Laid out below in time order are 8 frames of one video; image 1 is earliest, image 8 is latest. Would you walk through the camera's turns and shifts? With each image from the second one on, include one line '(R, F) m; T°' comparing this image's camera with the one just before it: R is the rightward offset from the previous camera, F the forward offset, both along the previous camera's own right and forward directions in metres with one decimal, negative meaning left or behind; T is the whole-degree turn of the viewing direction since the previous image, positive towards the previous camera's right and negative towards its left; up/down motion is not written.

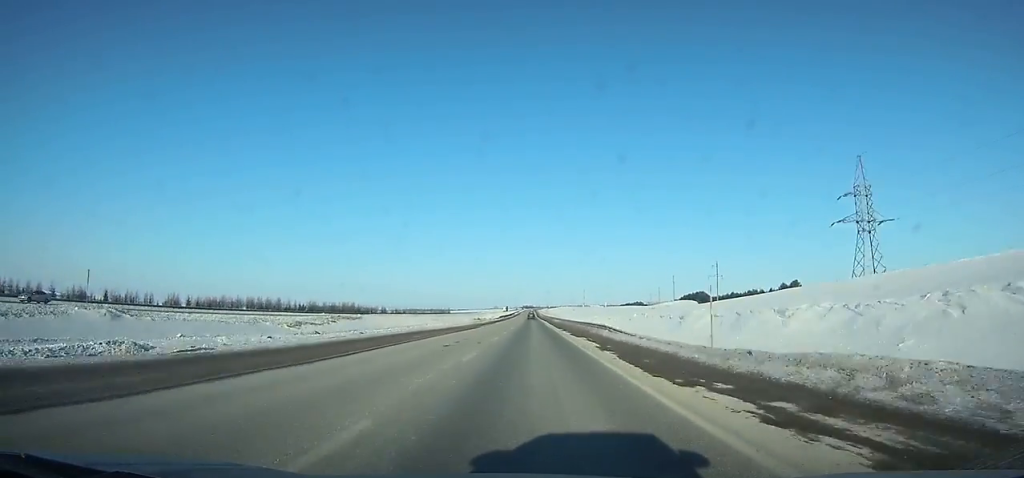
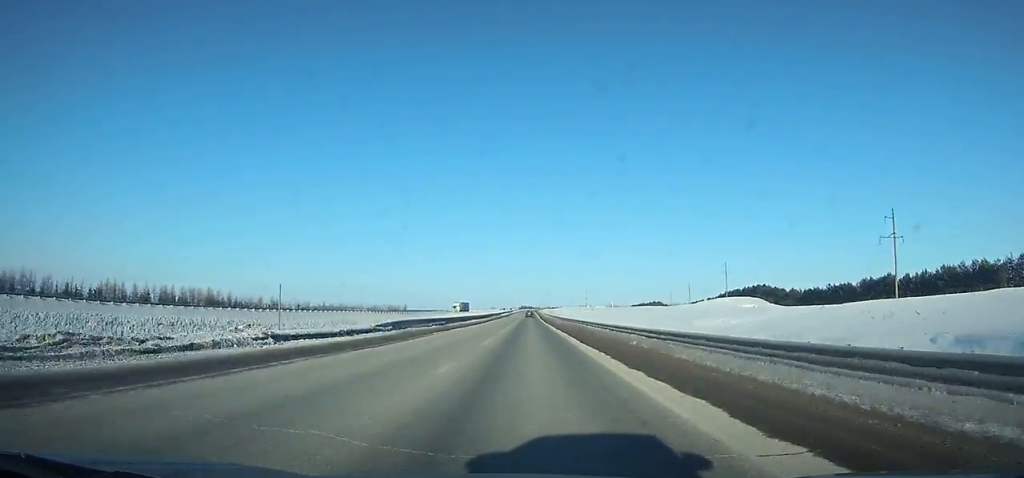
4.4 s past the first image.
(-0.3, +122.5) m; 0°
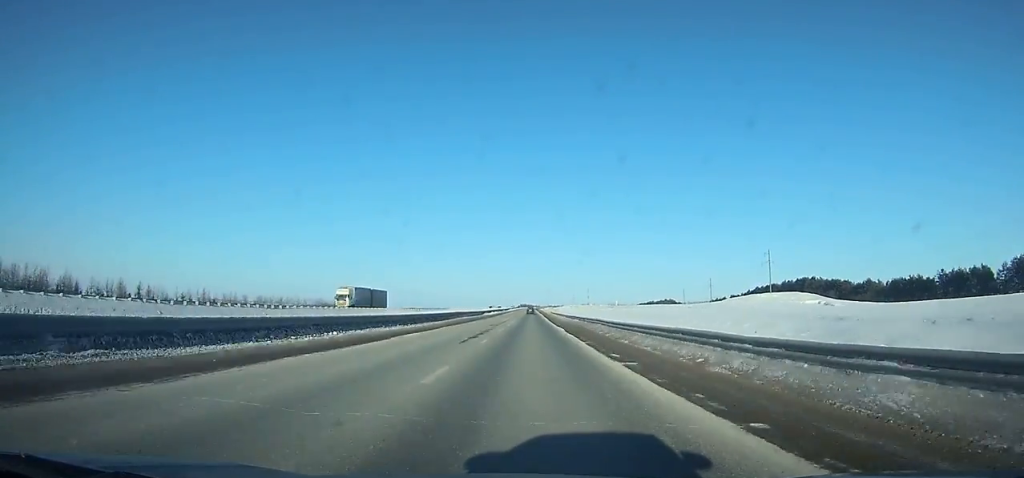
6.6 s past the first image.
(+0.1, +60.4) m; 0°
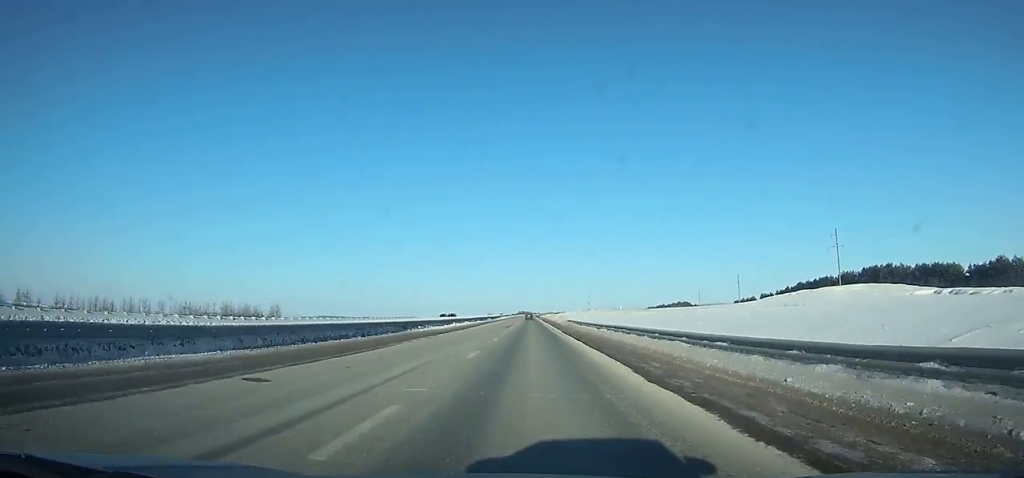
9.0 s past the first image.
(+0.1, +65.1) m; 0°
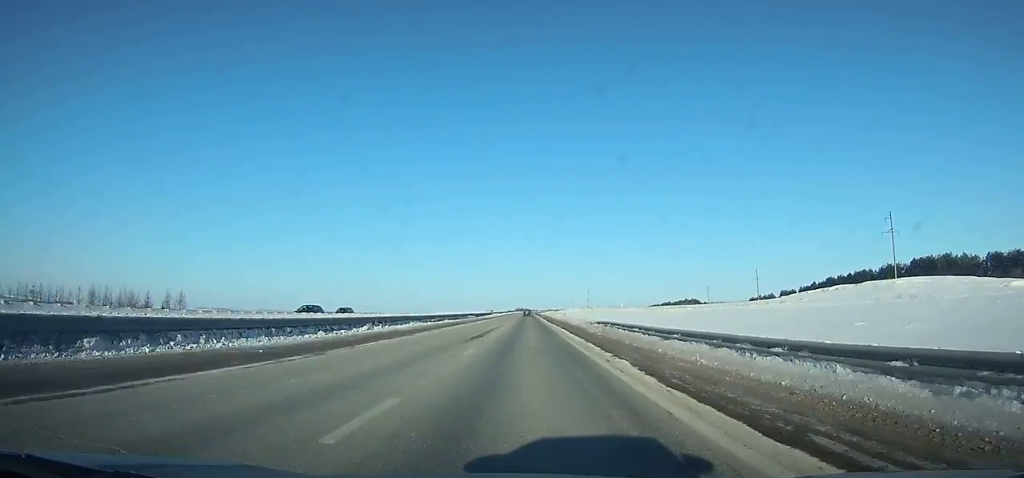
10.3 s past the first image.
(+0.1, +34.8) m; 0°
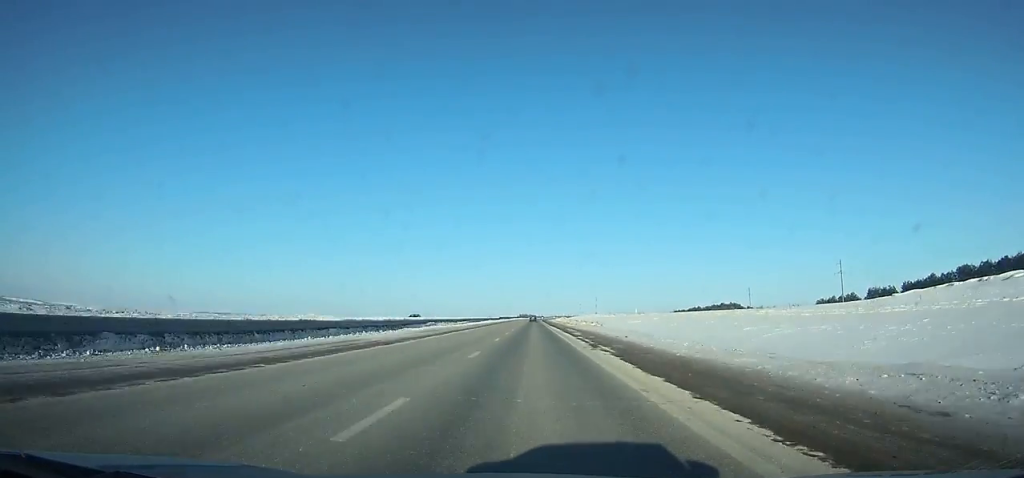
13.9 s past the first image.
(+0.1, +96.2) m; 0°
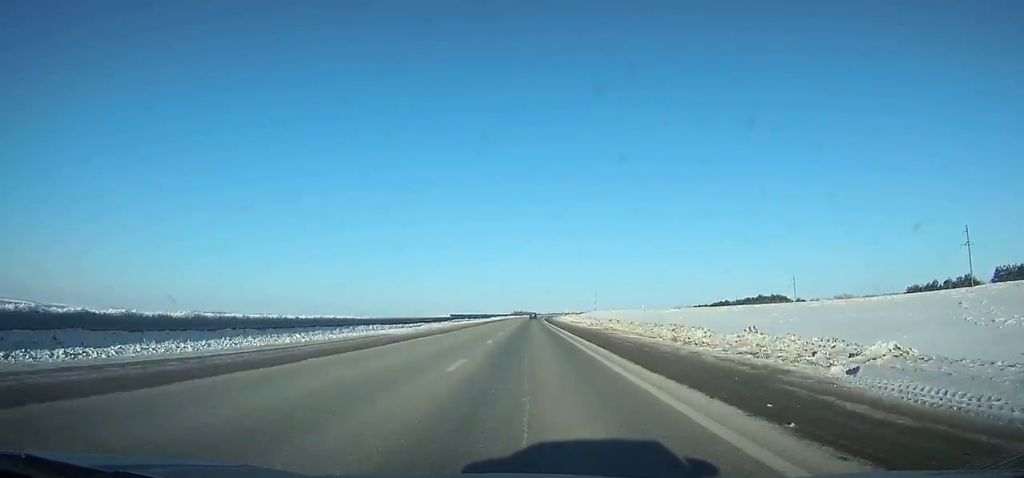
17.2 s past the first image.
(-0.3, +88.0) m; 0°
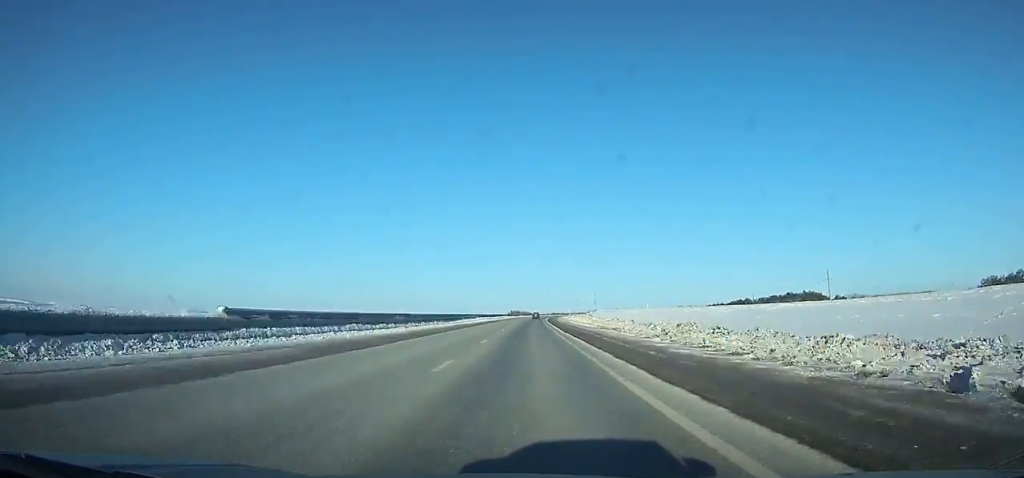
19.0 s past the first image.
(+0.1, +48.1) m; 0°
